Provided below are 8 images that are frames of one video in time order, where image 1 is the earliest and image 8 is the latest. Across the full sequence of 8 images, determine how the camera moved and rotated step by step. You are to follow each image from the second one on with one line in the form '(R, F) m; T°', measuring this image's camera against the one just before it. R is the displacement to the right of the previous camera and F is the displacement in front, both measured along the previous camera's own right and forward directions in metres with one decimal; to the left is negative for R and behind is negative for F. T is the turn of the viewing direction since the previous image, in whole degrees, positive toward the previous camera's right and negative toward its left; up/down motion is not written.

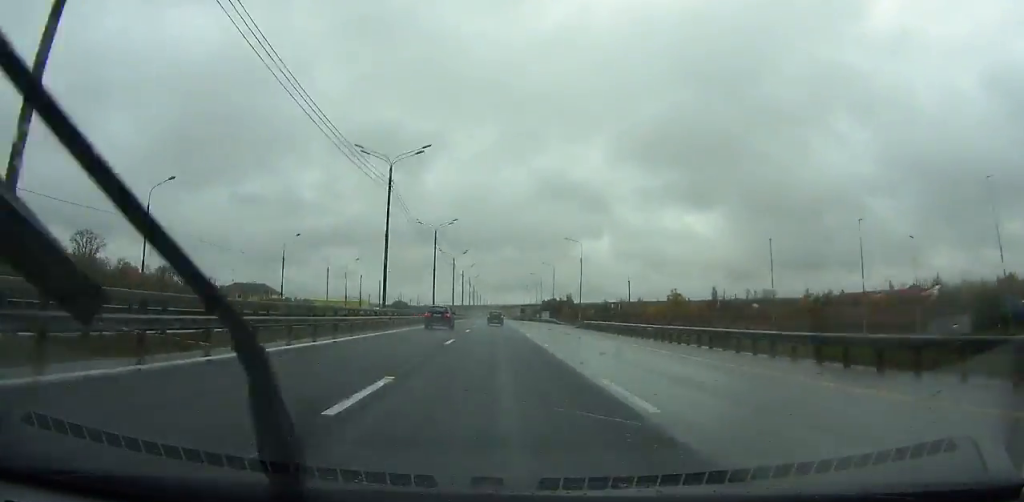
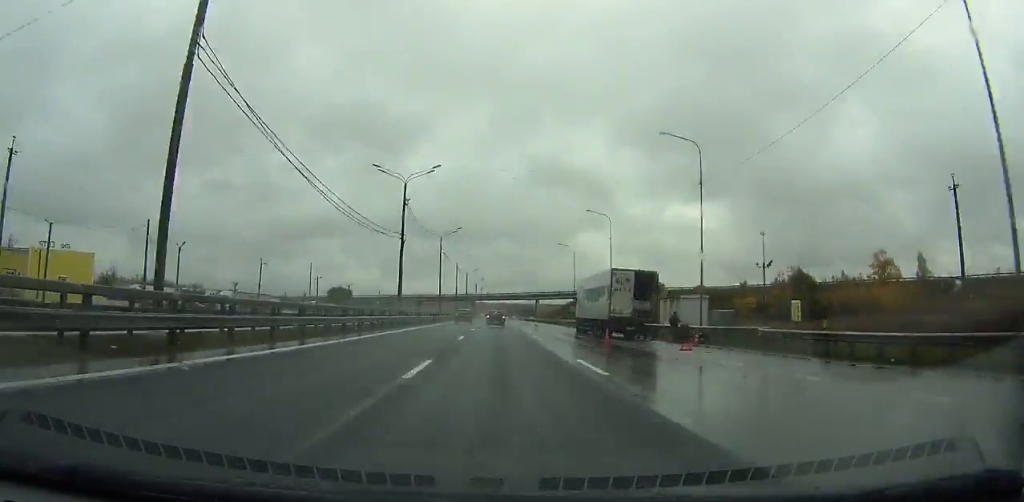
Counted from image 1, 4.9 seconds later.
(-0.4, +146.7) m; 0°
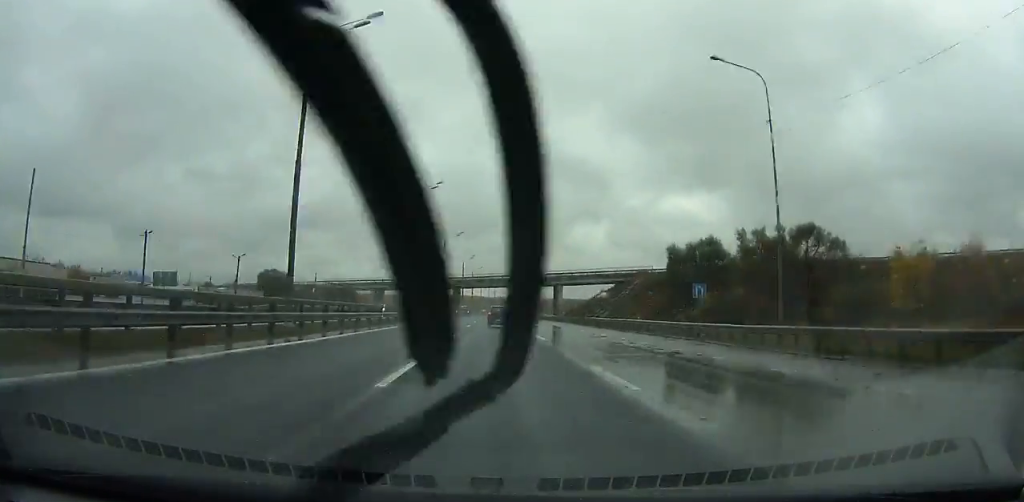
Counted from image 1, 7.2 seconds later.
(+0.1, +64.9) m; 0°
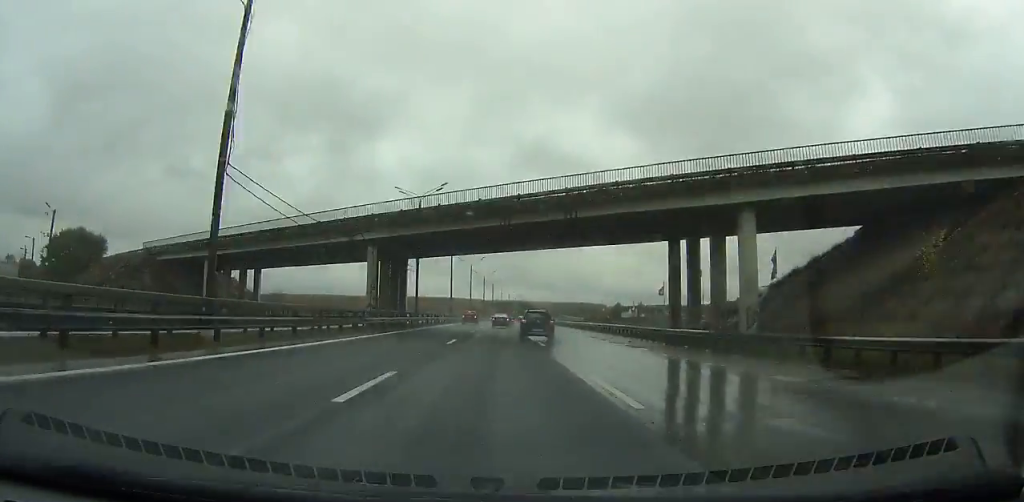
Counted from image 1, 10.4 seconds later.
(0.0, +82.3) m; 0°
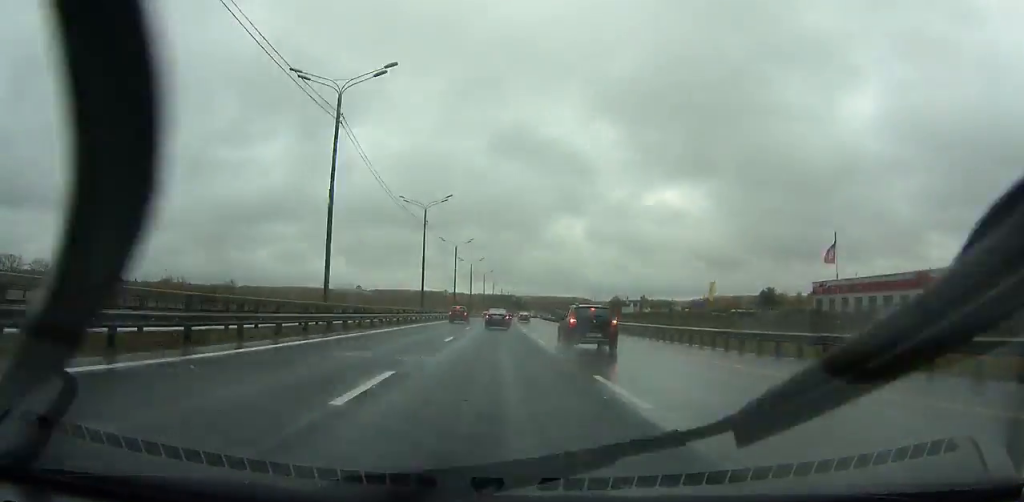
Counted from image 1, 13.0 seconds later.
(+0.2, +60.3) m; +1°
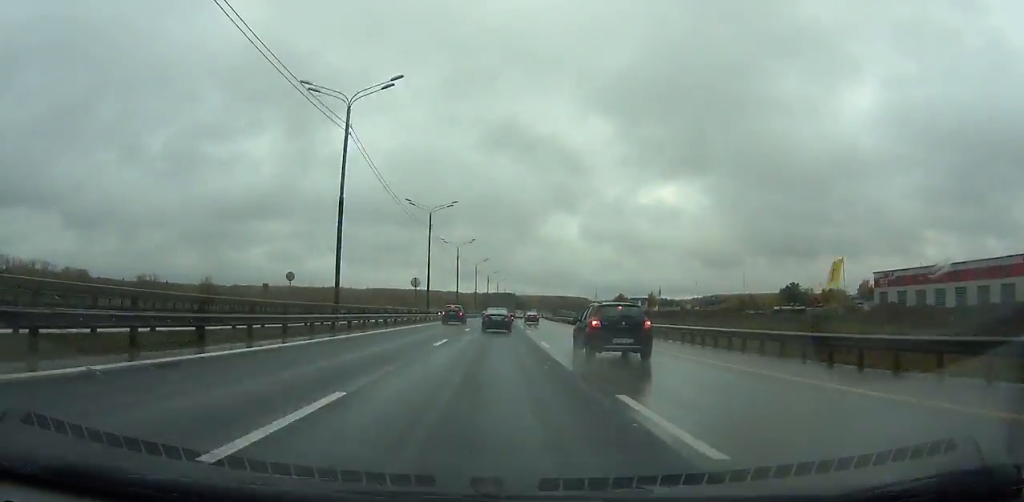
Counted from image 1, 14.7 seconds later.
(+0.1, +36.8) m; +1°
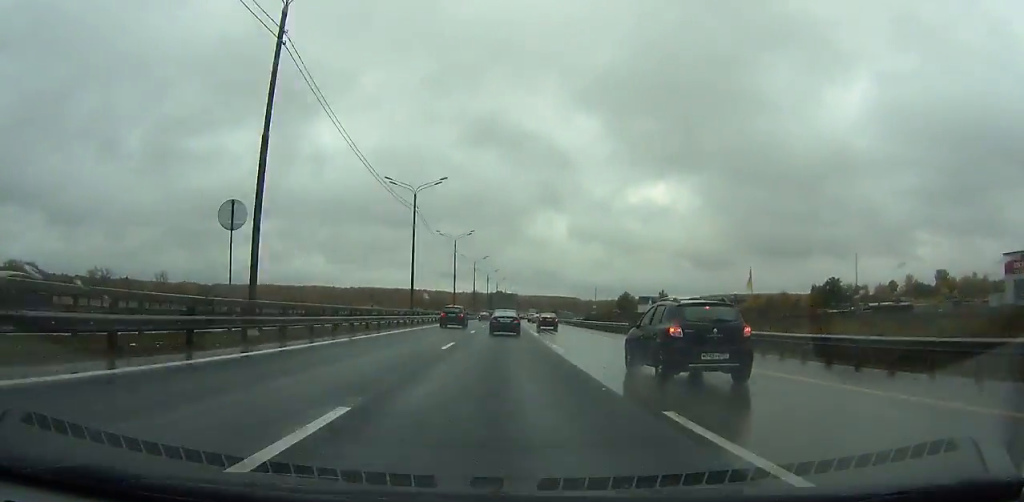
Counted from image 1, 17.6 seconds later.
(+0.4, +51.6) m; +1°
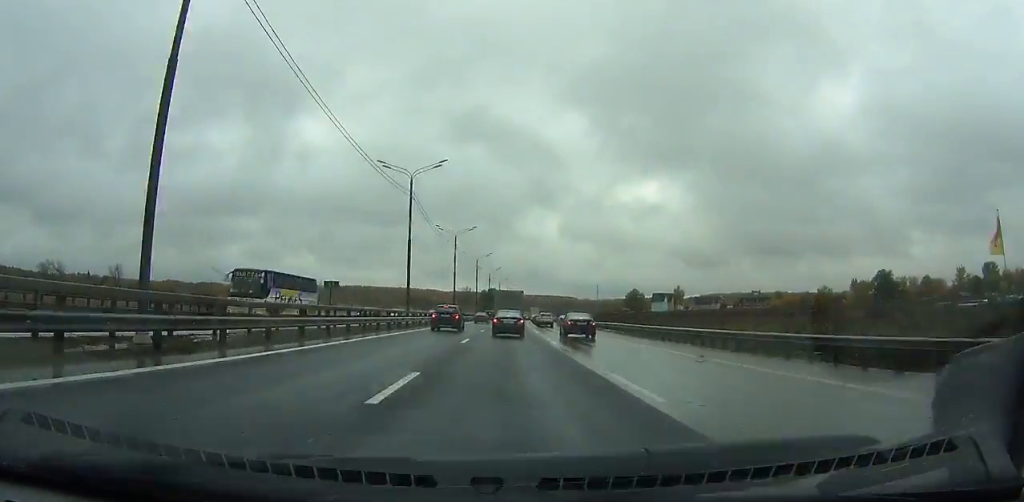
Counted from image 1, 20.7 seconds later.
(+0.3, +45.0) m; +1°
